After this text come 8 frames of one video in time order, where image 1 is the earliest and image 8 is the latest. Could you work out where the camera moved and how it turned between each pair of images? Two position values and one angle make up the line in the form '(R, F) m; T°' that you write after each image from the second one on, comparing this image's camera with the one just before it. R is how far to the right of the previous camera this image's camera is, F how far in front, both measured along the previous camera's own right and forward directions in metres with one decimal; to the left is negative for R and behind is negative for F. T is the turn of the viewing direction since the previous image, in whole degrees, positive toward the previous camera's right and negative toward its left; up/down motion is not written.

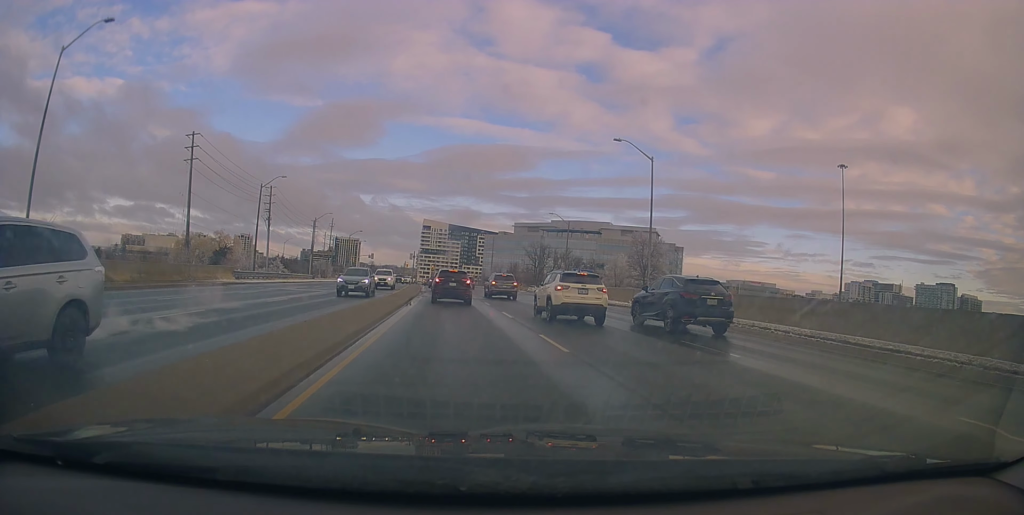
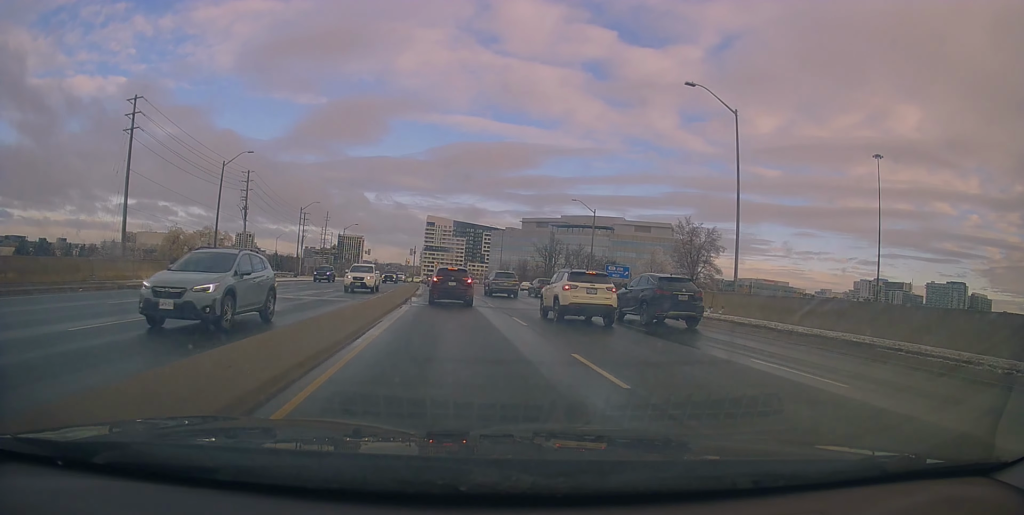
(-0.3, +14.3) m; -2°
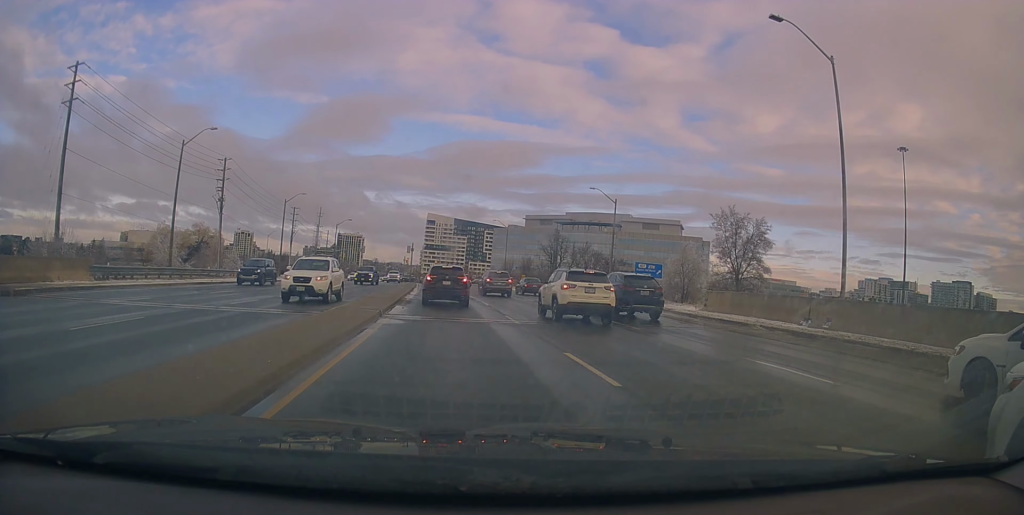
(-0.1, +10.8) m; 0°
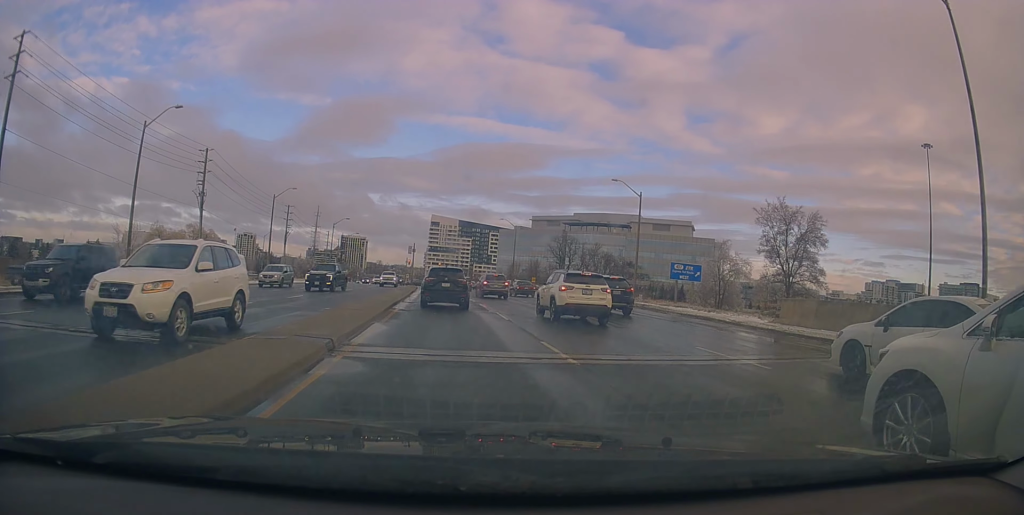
(+0.1, +8.0) m; -1°
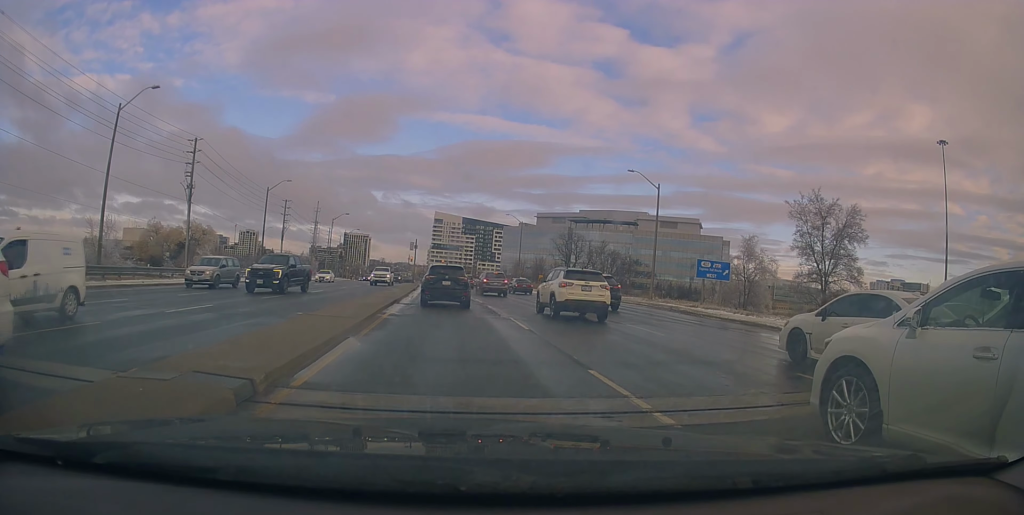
(0.0, +4.2) m; 0°
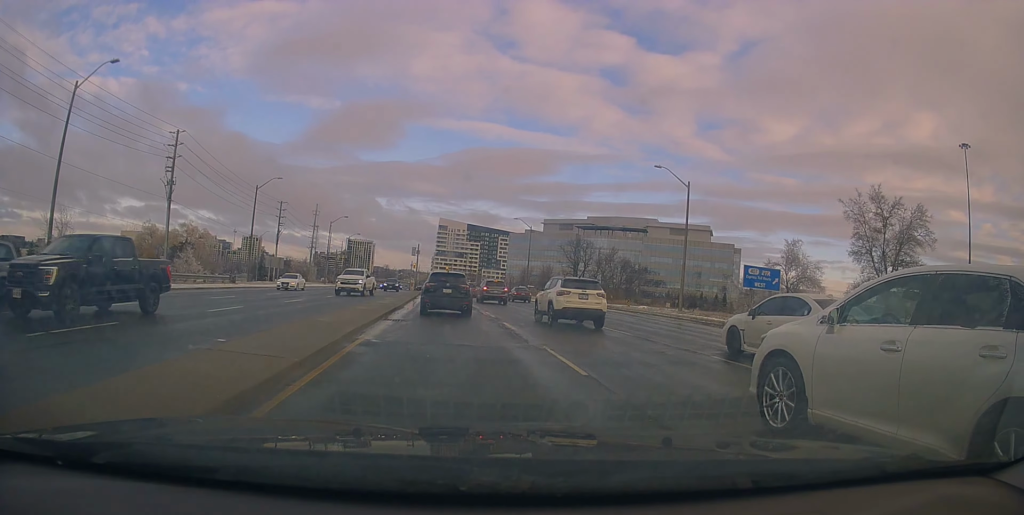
(-0.2, +6.0) m; 0°
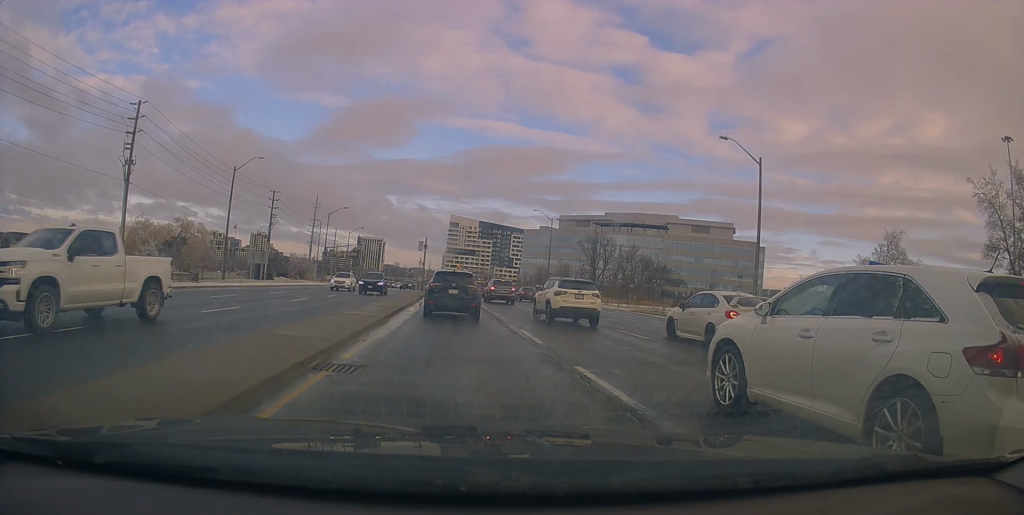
(+0.4, +10.0) m; +2°
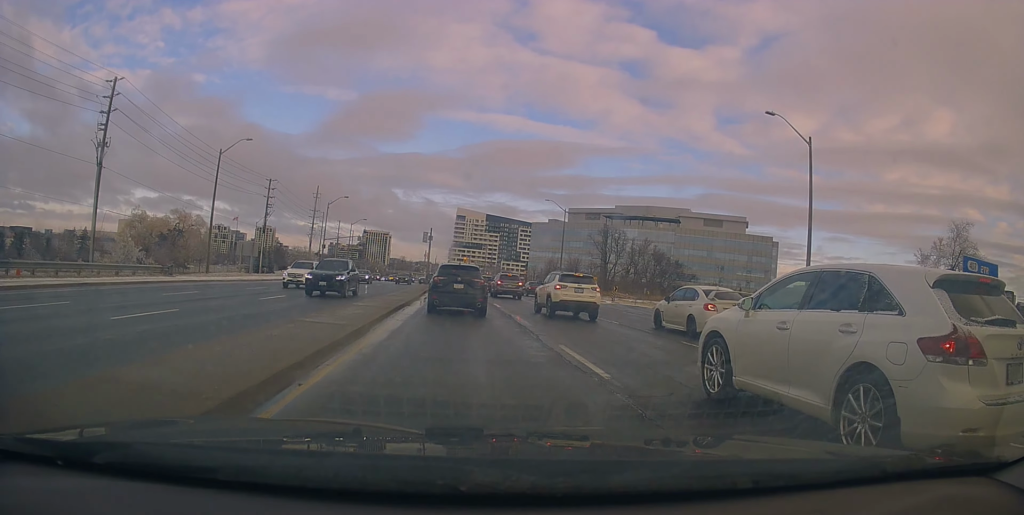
(0.0, +5.1) m; -2°
